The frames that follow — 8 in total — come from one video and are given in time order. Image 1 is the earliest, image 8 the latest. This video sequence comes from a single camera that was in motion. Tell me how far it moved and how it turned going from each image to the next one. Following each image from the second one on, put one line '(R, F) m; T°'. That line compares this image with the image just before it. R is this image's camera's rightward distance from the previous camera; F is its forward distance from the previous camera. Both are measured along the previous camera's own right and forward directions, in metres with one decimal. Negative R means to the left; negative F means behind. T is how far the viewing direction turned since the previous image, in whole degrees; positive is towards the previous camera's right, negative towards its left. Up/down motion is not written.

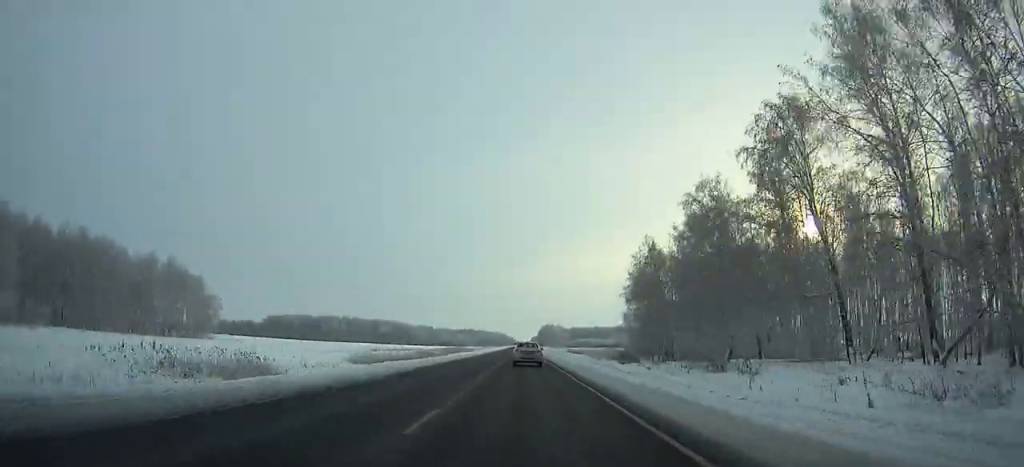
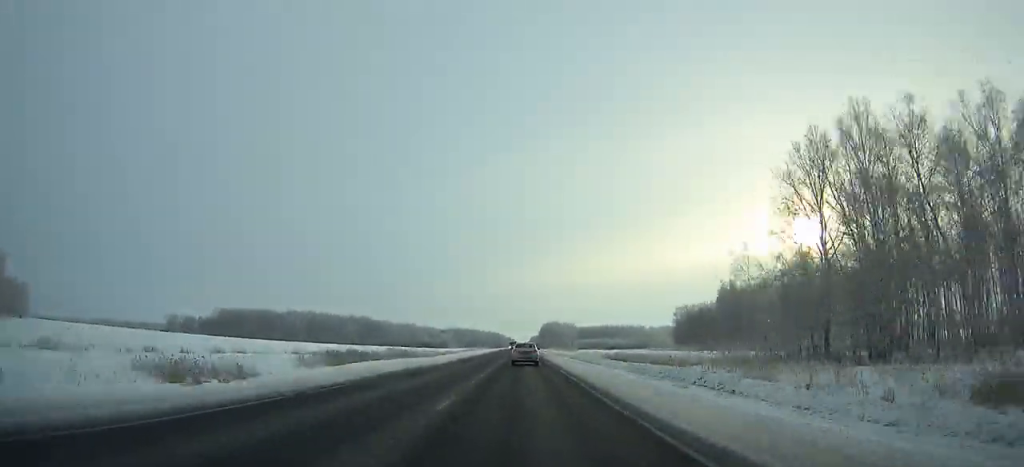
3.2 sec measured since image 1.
(0.0, +80.4) m; 0°
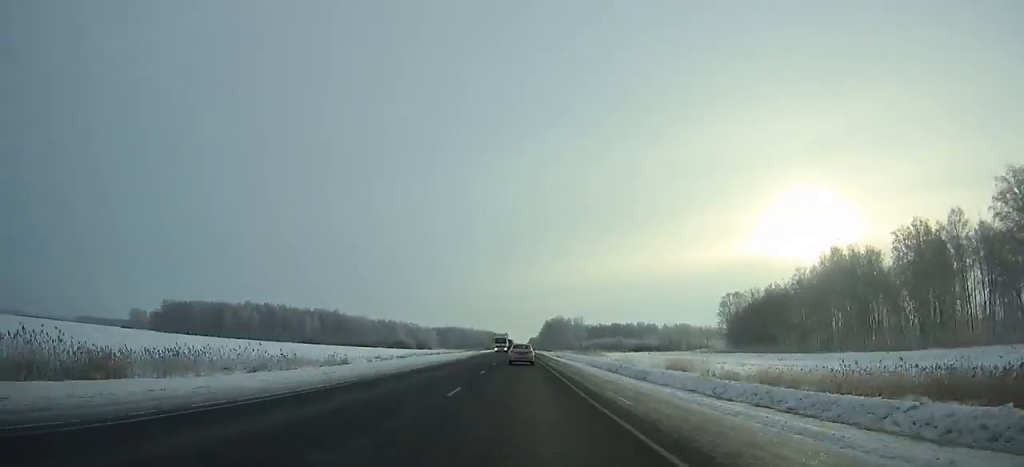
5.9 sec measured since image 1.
(-0.1, +67.1) m; 0°
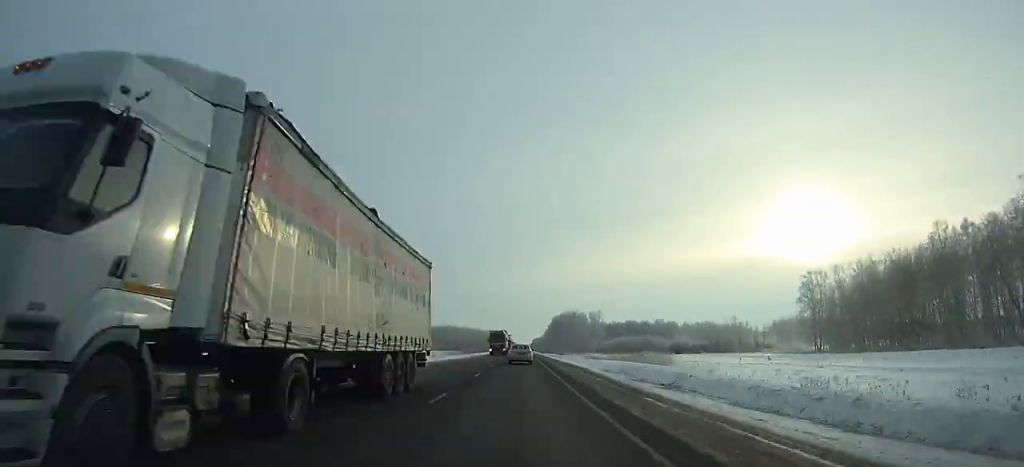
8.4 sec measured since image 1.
(0.0, +61.8) m; 0°
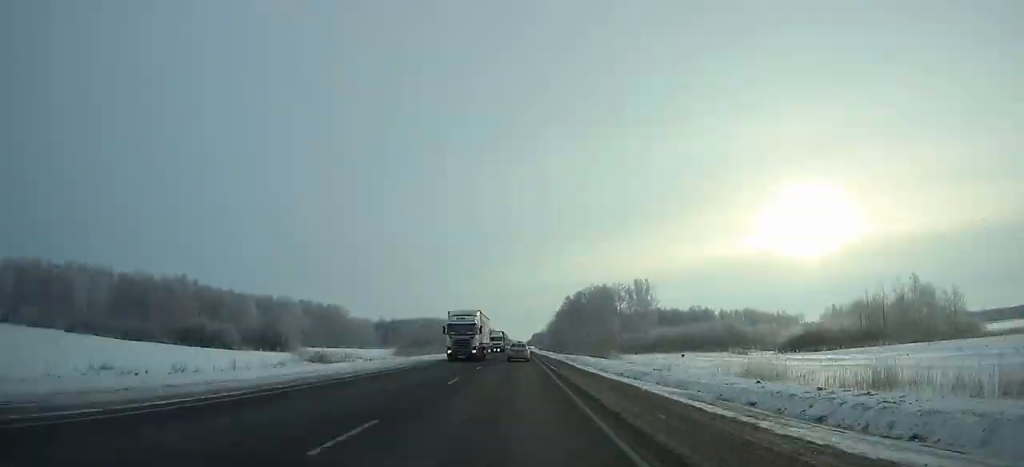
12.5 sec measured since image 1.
(-0.1, +101.2) m; 0°
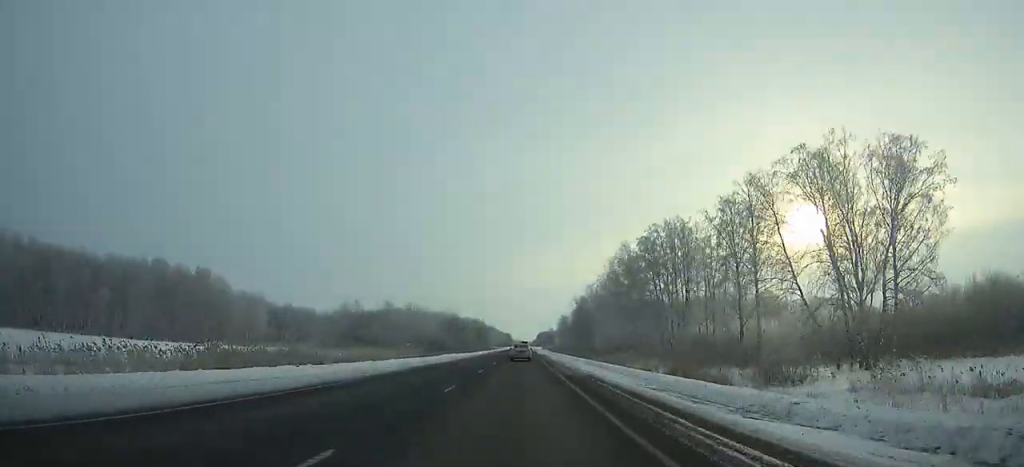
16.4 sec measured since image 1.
(-0.3, +96.4) m; 0°
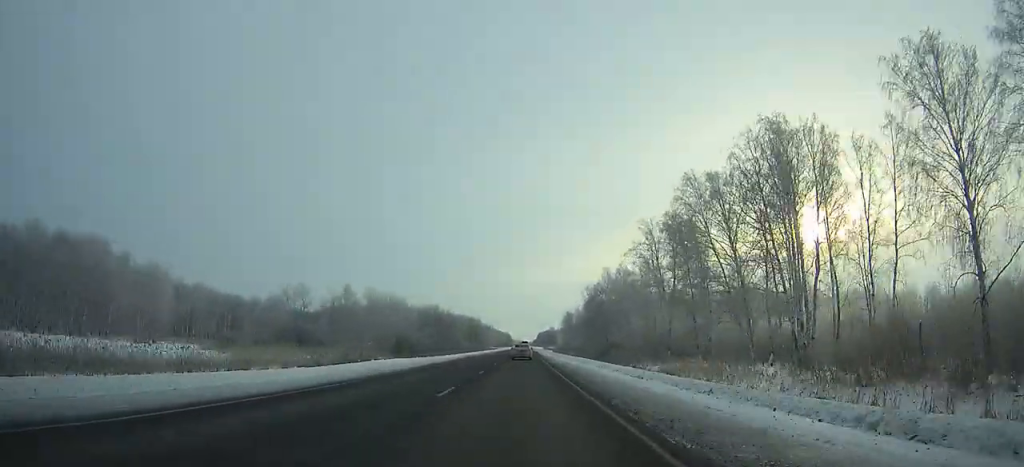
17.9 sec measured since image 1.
(+0.1, +37.7) m; 0°
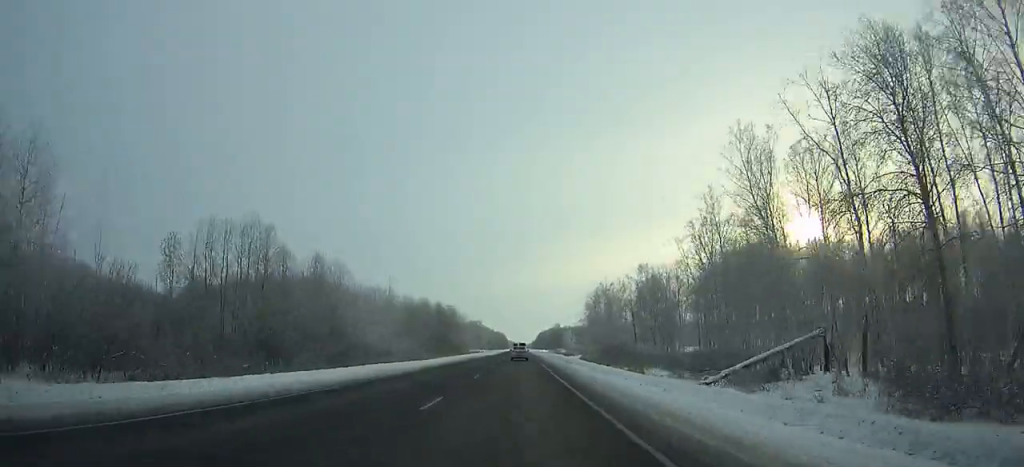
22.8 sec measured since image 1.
(+0.2, +124.0) m; 0°
